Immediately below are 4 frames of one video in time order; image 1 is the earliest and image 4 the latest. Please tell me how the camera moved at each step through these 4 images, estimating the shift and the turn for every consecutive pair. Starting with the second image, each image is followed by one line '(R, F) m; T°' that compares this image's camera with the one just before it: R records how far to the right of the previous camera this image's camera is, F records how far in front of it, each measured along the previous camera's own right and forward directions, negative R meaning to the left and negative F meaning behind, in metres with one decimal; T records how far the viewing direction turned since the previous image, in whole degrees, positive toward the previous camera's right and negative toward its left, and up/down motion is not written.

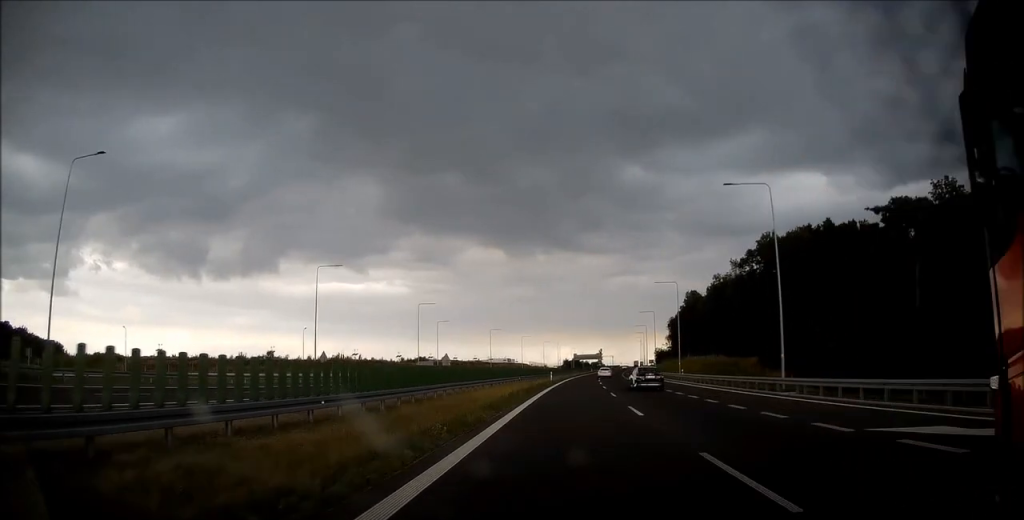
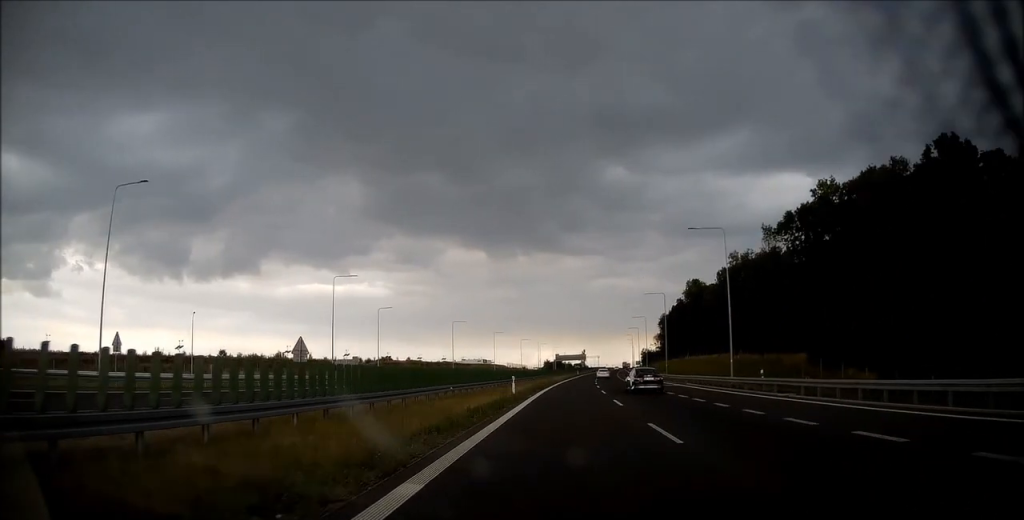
(+0.4, +30.6) m; +1°
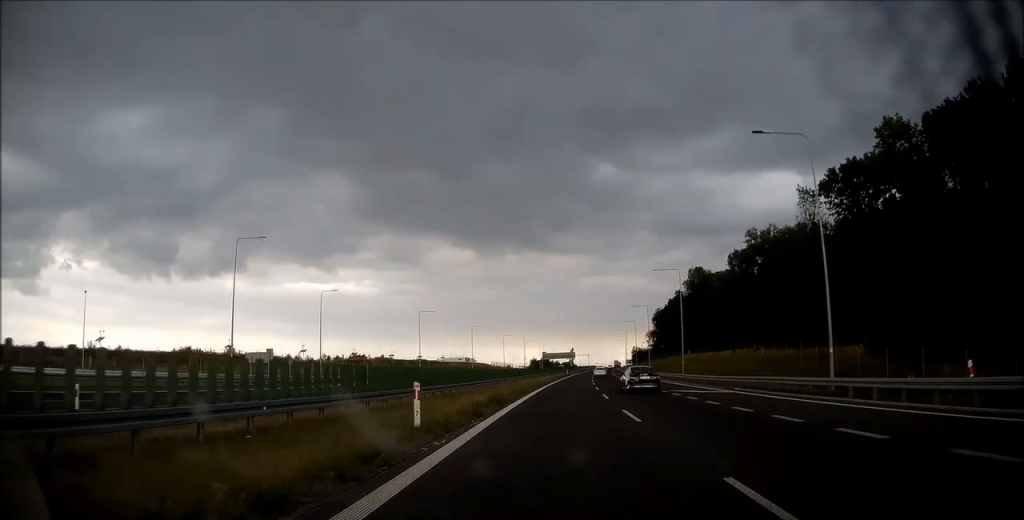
(+0.3, +19.7) m; +1°
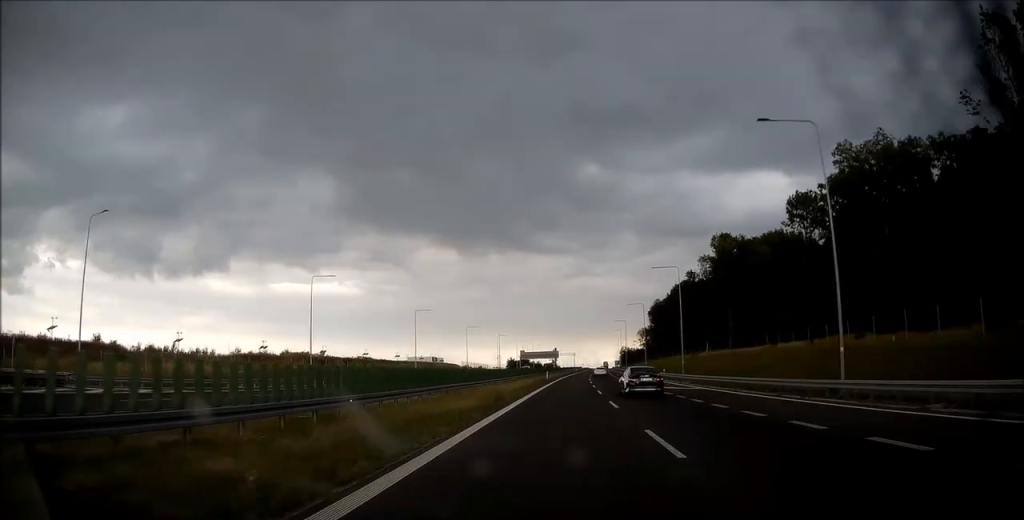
(+0.8, +41.8) m; +2°
